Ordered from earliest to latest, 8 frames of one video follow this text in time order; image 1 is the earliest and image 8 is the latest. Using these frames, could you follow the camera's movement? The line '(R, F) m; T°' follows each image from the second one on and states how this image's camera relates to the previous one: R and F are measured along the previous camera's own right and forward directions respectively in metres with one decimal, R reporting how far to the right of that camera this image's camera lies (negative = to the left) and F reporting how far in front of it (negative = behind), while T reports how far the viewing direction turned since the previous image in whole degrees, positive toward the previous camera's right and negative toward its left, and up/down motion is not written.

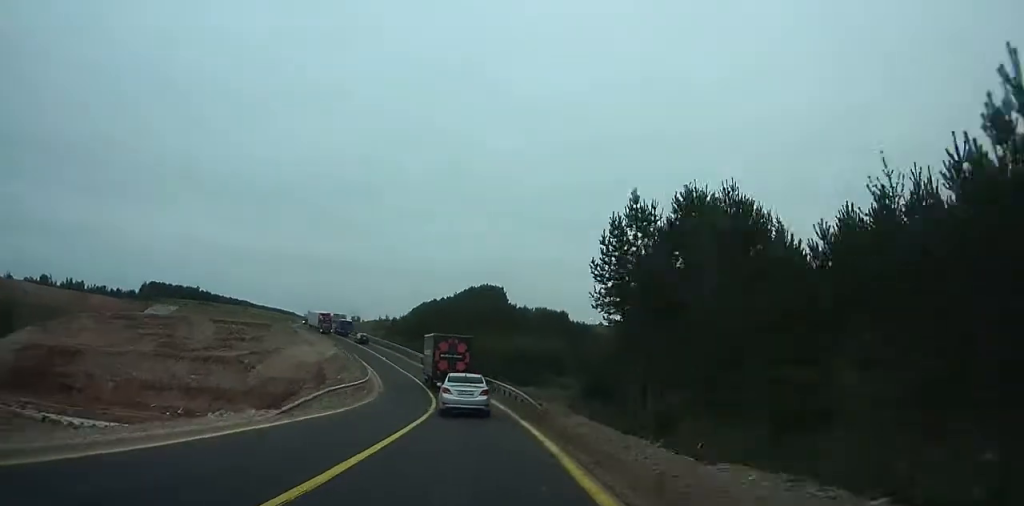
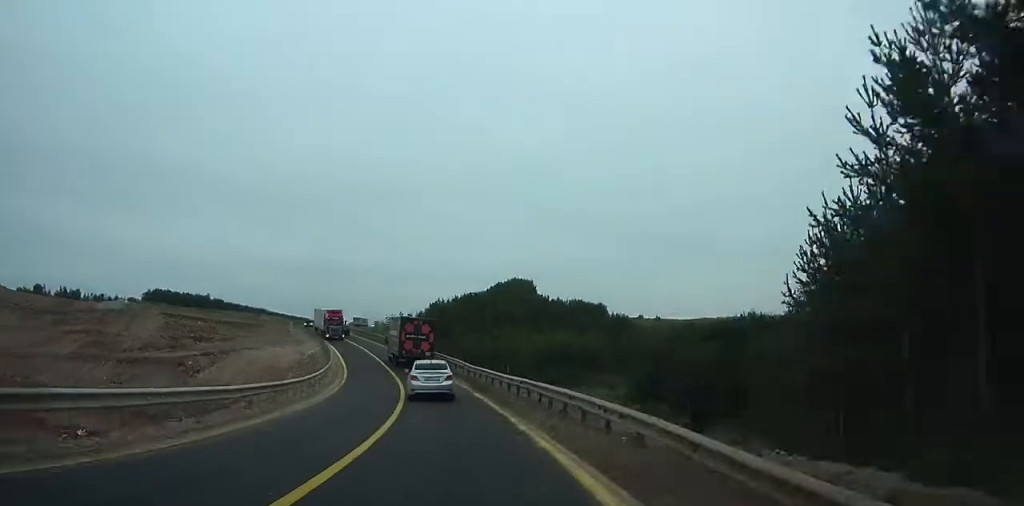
(+4.0, +20.3) m; +1°
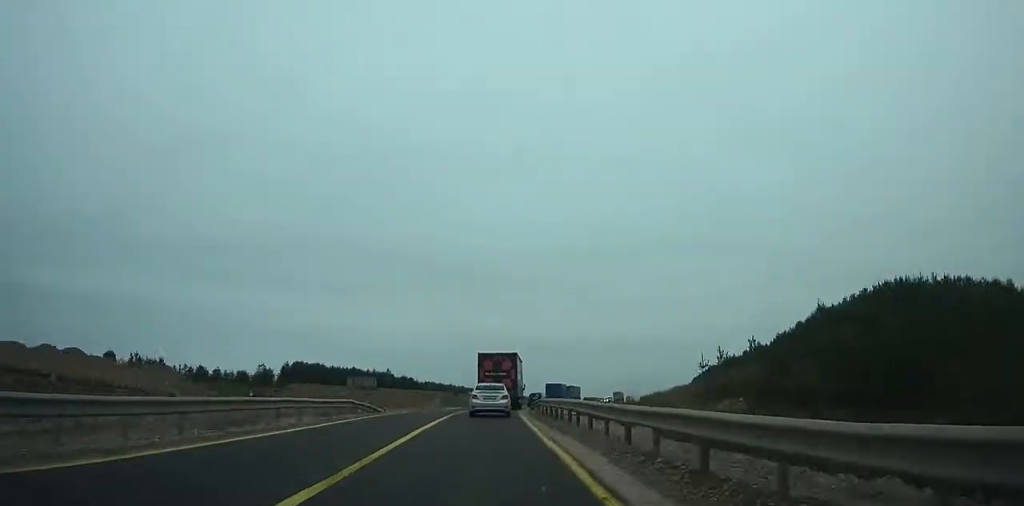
(-29.9, +82.6) m; -30°
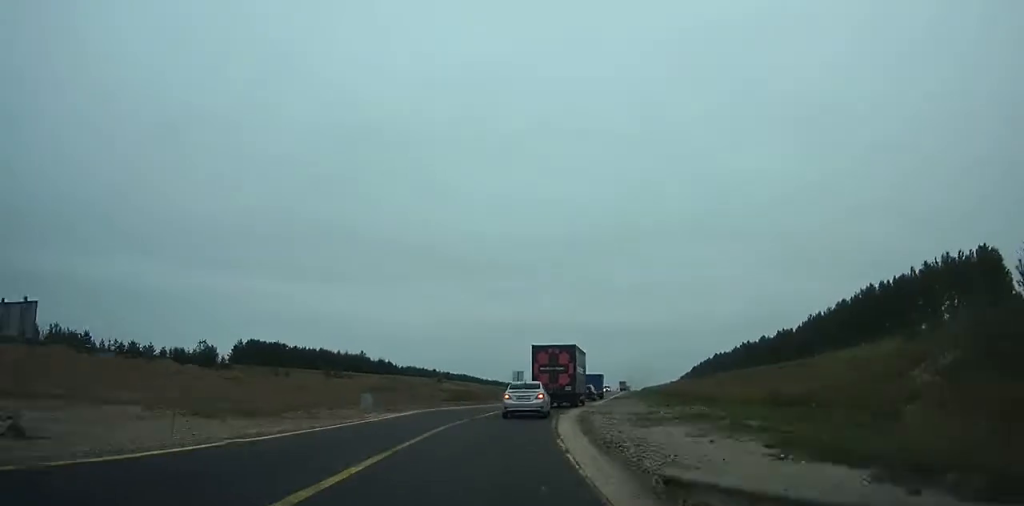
(-2.2, +28.4) m; -3°
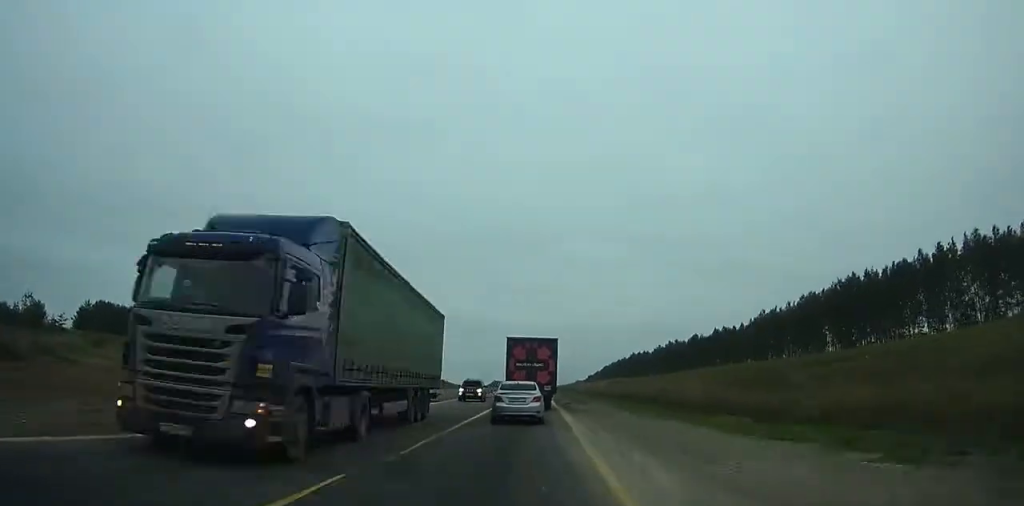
(+0.3, +27.7) m; +4°
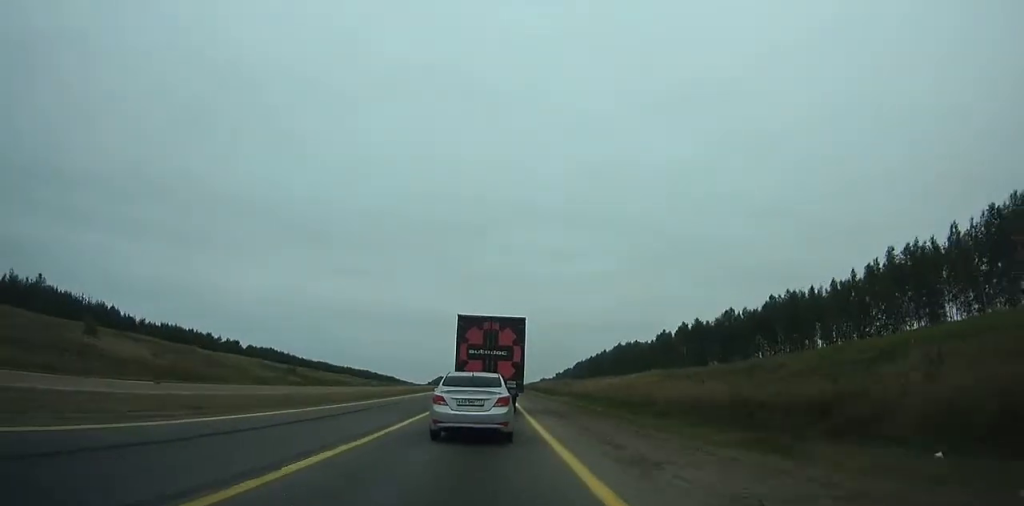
(+7.9, +71.2) m; +9°
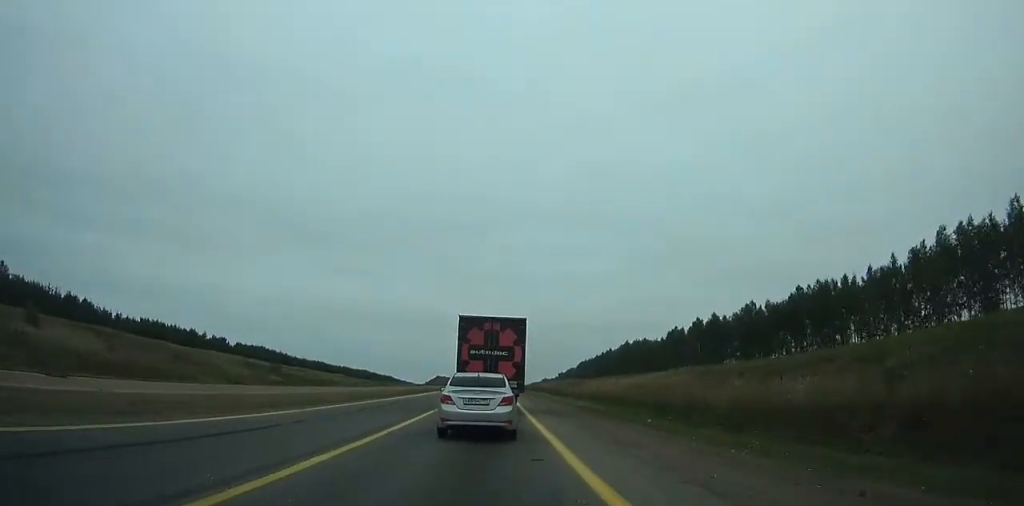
(0.0, +12.2) m; 0°
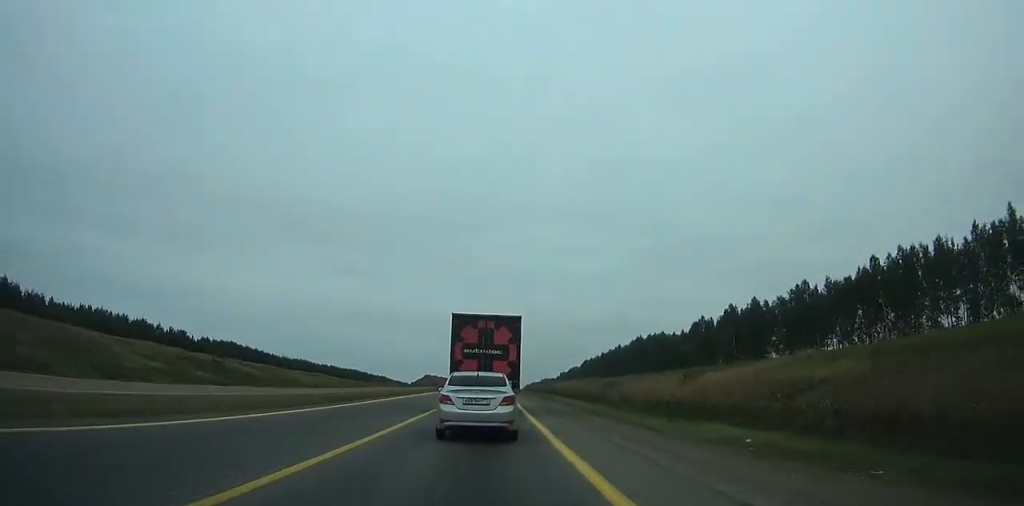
(0.0, +25.2) m; 0°
